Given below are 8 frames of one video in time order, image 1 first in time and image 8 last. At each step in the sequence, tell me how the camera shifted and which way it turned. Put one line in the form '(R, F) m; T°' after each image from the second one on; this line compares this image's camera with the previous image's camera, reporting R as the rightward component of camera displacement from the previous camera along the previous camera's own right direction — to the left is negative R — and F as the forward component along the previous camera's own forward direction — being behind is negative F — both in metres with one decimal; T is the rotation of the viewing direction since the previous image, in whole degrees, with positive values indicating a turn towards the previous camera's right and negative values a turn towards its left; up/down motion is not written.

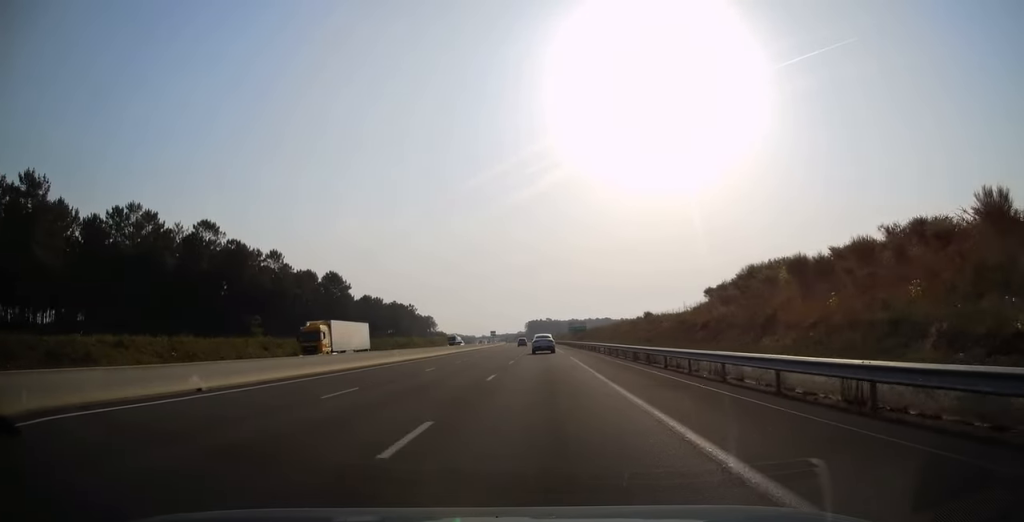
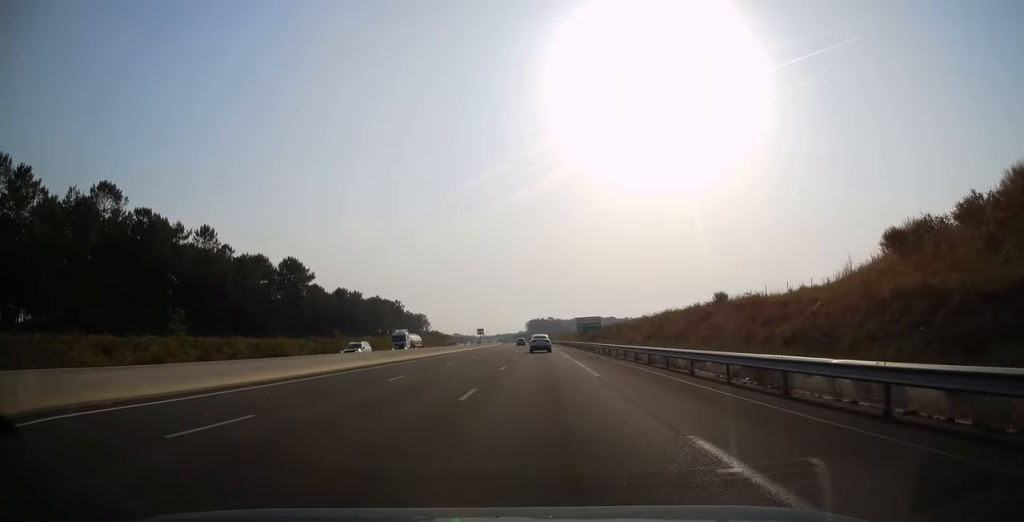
(0.0, +32.4) m; 0°
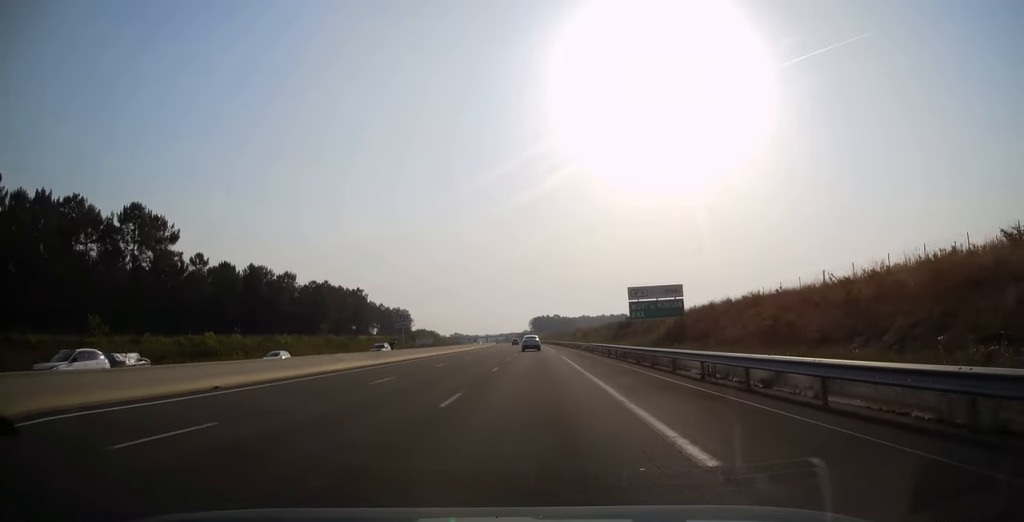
(-0.3, +66.3) m; -1°
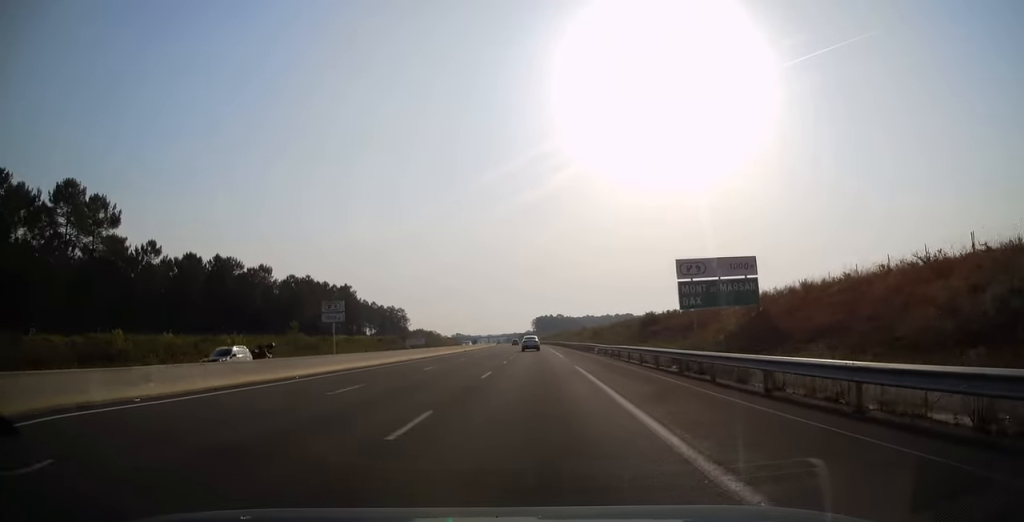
(+0.1, +17.2) m; 0°
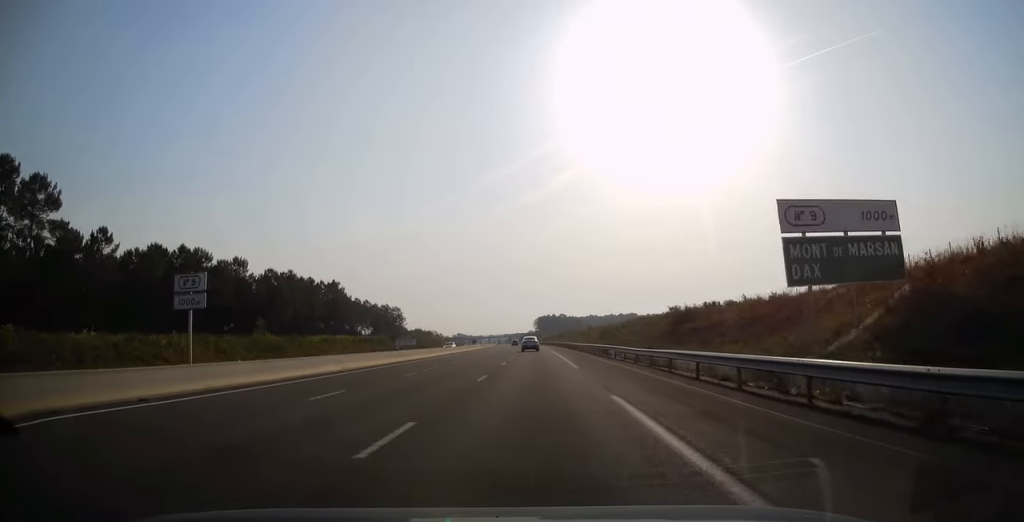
(+0.2, +14.3) m; 0°
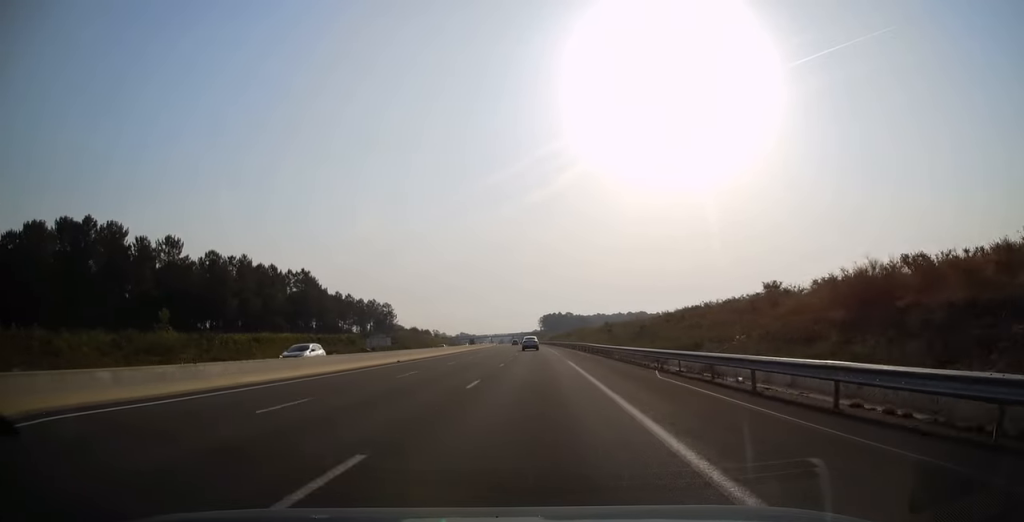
(-0.3, +29.0) m; -1°
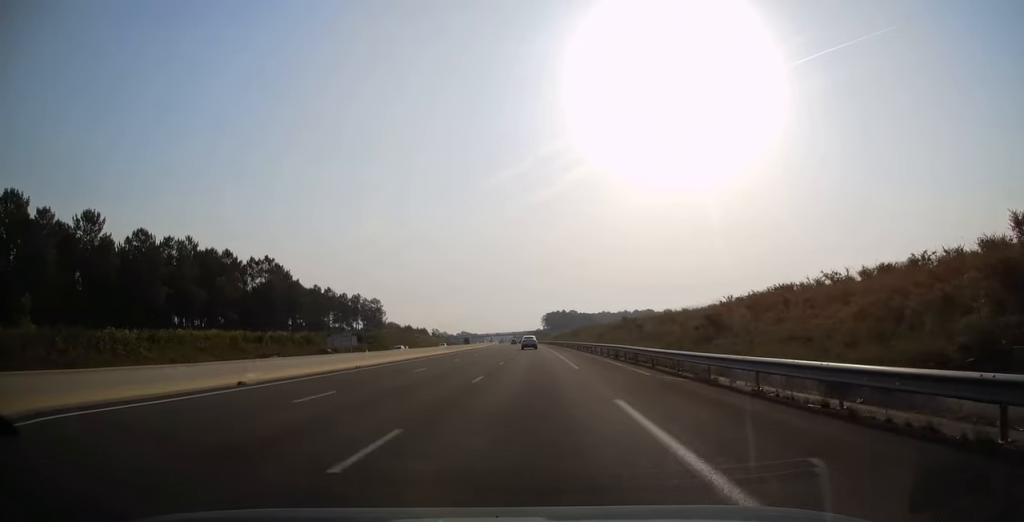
(-0.1, +24.1) m; 0°
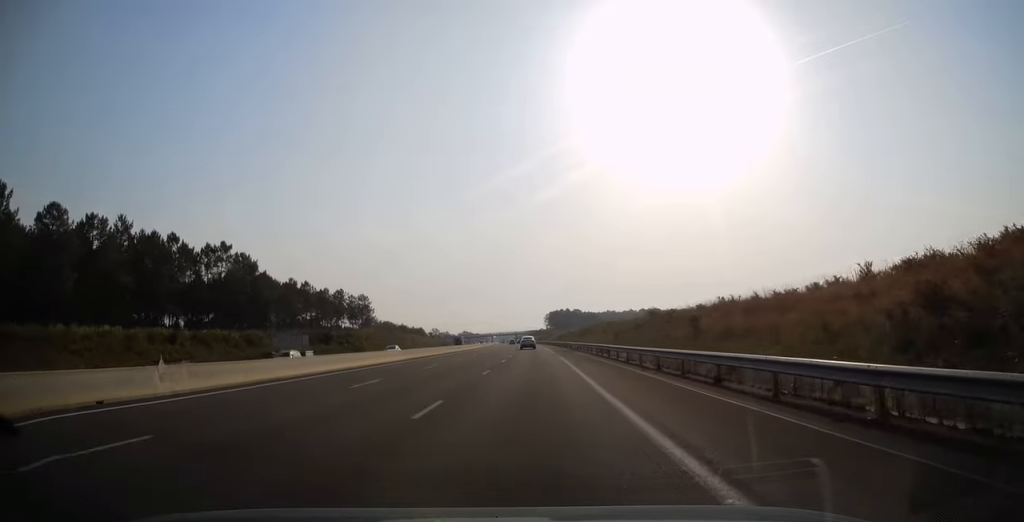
(0.0, +21.6) m; 0°
